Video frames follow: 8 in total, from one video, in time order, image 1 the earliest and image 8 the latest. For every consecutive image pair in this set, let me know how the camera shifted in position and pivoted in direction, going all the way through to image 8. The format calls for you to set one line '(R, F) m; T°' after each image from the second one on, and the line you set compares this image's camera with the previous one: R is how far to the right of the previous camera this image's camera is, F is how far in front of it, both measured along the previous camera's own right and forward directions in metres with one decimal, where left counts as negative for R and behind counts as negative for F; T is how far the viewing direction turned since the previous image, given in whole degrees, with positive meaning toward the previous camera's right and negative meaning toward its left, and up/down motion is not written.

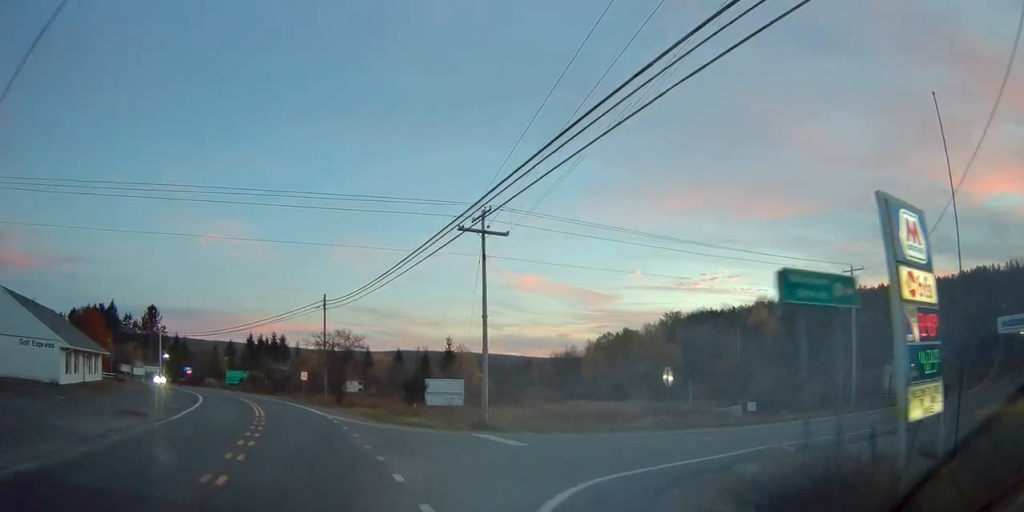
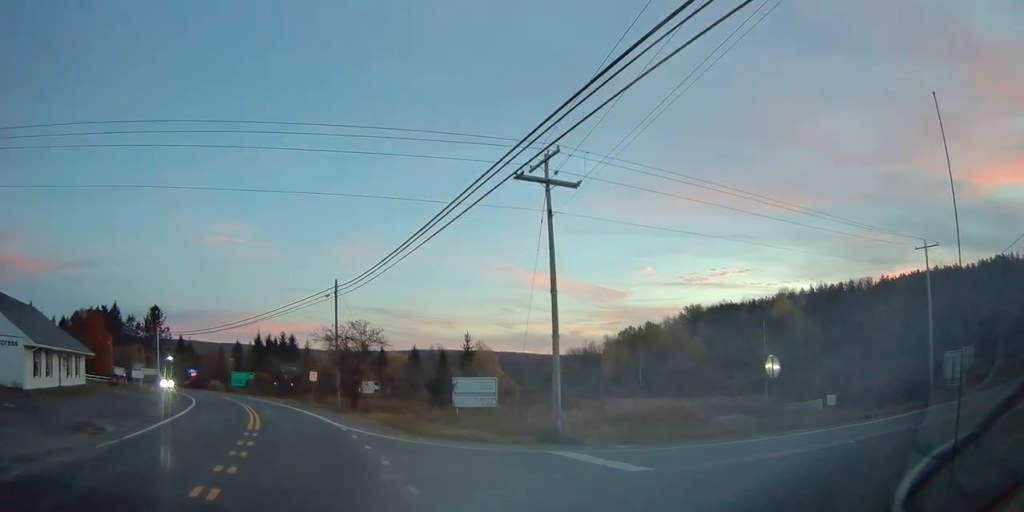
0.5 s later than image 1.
(0.0, +7.0) m; -1°
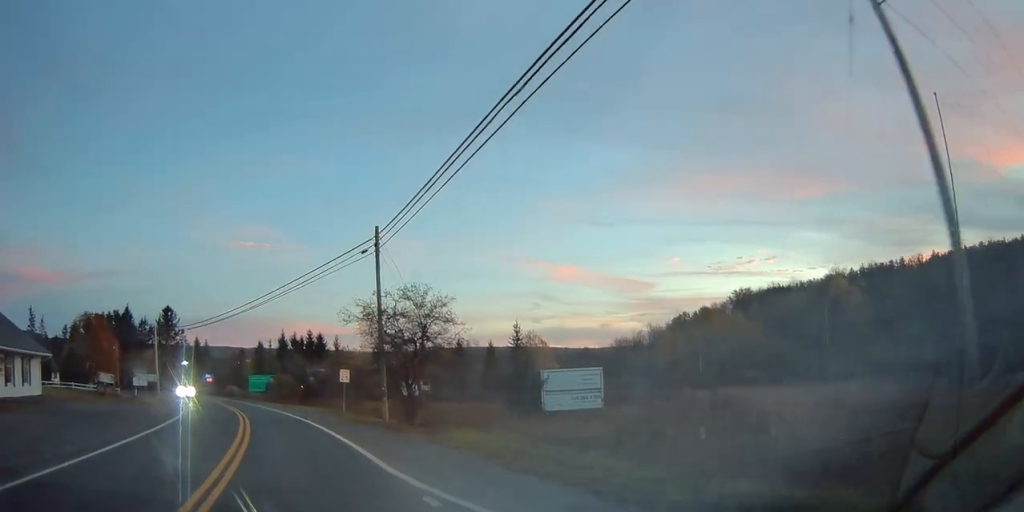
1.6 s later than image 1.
(-0.2, +13.9) m; -2°
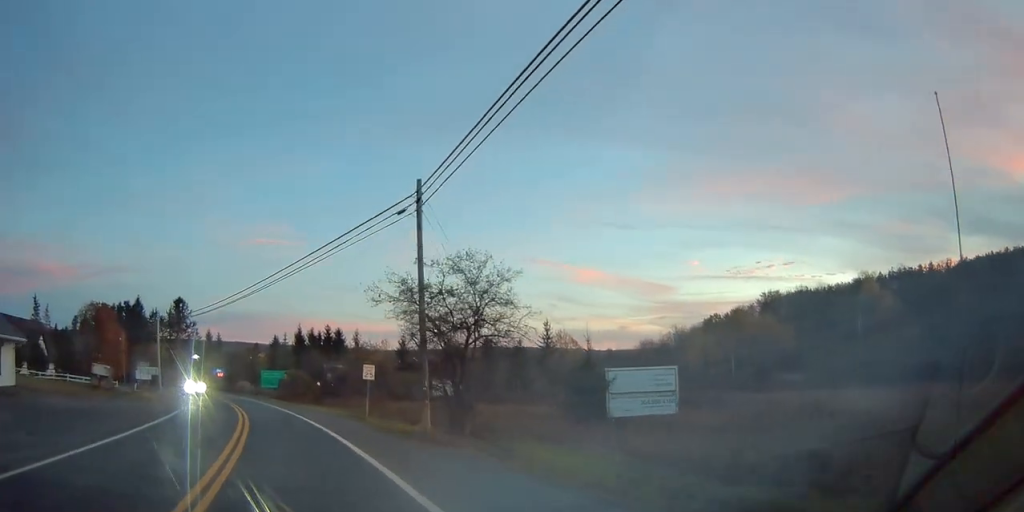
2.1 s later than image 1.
(0.0, +6.0) m; -1°
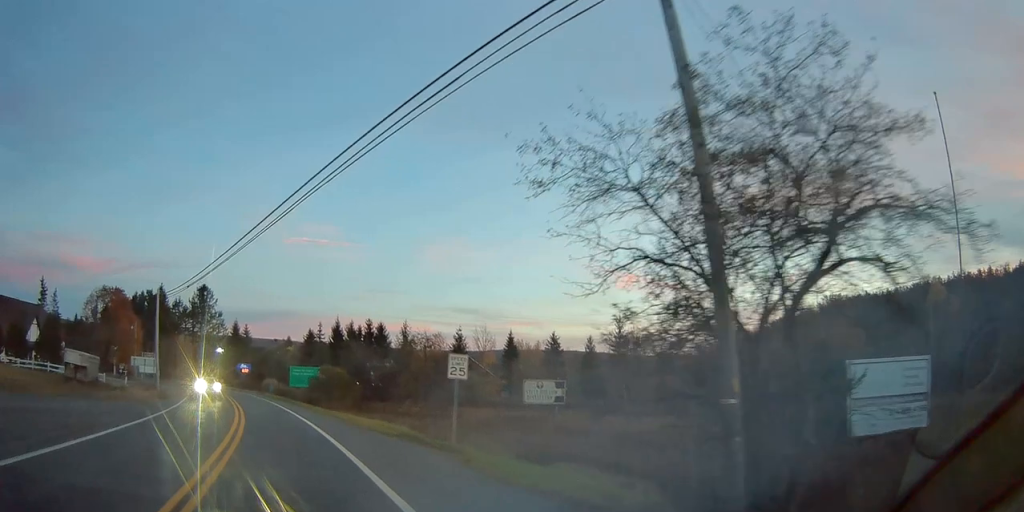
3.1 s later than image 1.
(-0.2, +13.1) m; -4°
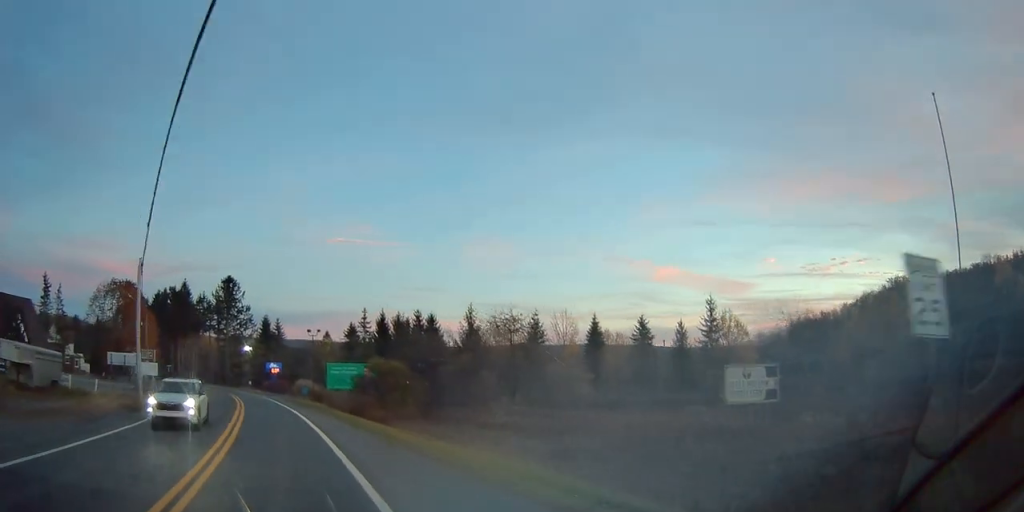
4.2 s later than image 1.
(-0.8, +14.4) m; -5°
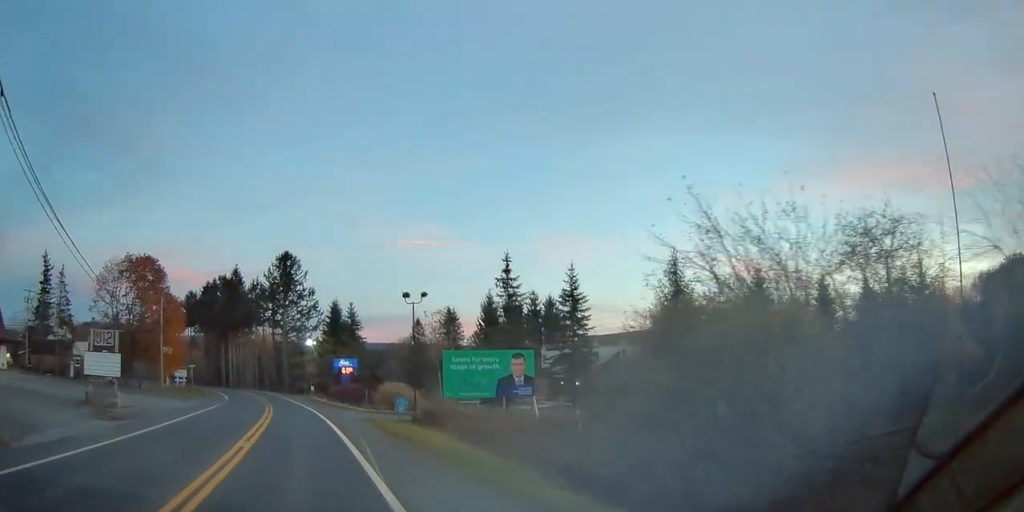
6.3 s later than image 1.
(-1.8, +26.2) m; -7°
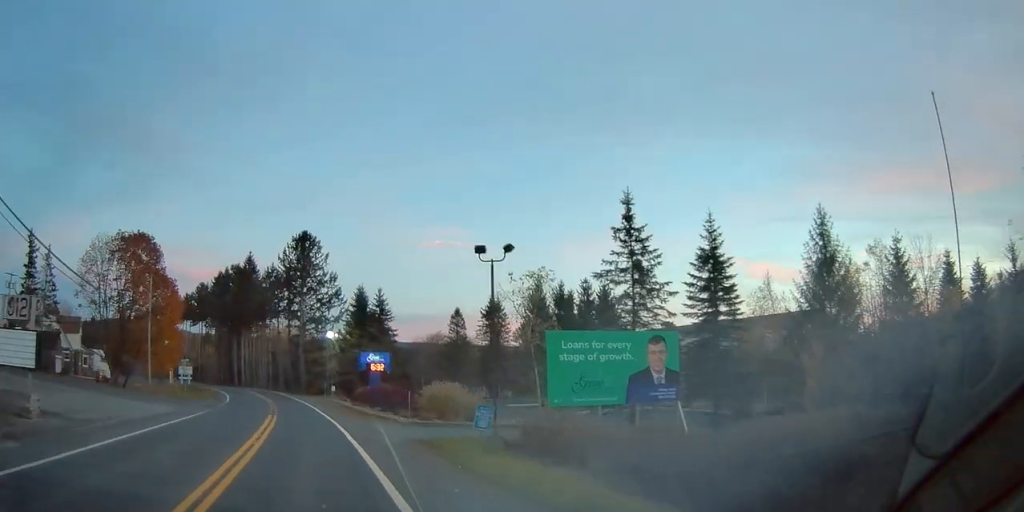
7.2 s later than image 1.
(-0.4, +11.8) m; -2°
